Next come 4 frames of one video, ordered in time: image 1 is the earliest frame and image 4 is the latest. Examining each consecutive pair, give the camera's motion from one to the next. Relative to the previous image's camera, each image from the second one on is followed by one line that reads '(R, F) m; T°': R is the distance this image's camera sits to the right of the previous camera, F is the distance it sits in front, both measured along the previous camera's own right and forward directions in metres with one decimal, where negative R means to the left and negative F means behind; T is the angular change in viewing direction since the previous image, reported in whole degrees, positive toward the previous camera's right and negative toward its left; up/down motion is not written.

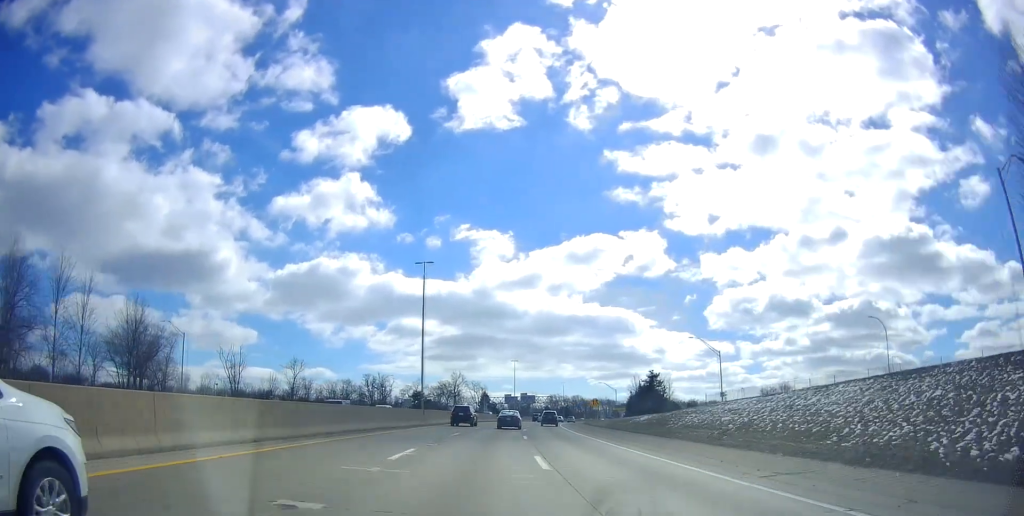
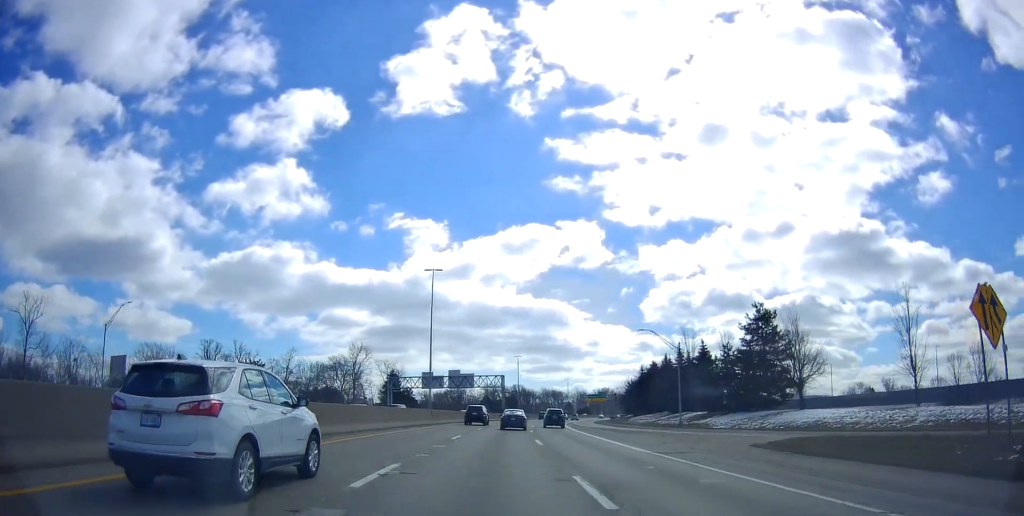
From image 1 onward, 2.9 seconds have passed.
(+4.4, +83.4) m; +7°
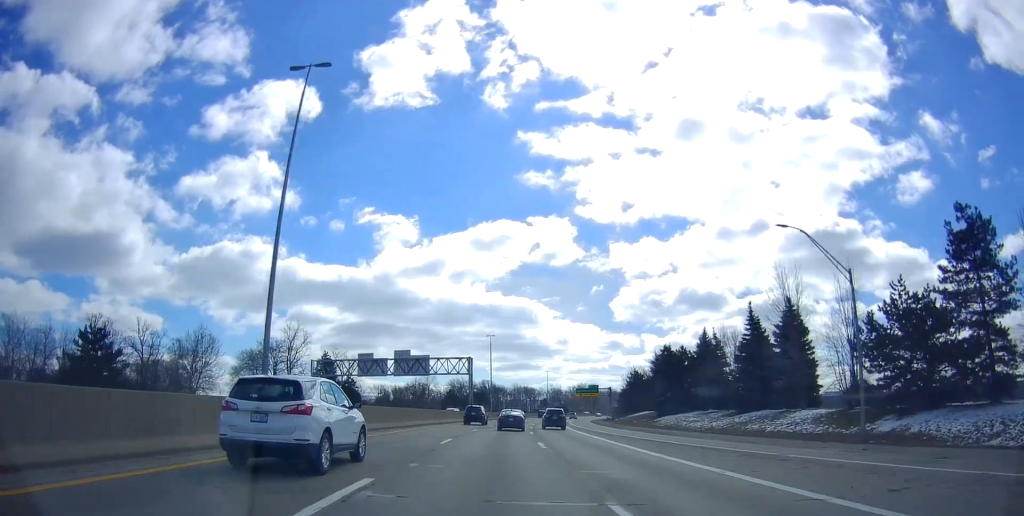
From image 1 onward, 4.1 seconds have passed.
(+0.7, +34.3) m; +3°
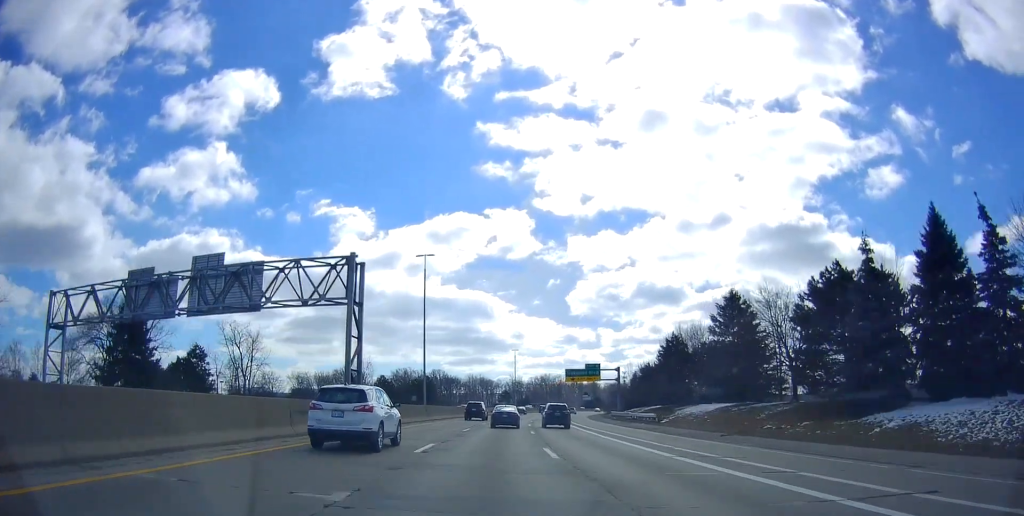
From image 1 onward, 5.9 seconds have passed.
(+1.6, +51.4) m; +4°
